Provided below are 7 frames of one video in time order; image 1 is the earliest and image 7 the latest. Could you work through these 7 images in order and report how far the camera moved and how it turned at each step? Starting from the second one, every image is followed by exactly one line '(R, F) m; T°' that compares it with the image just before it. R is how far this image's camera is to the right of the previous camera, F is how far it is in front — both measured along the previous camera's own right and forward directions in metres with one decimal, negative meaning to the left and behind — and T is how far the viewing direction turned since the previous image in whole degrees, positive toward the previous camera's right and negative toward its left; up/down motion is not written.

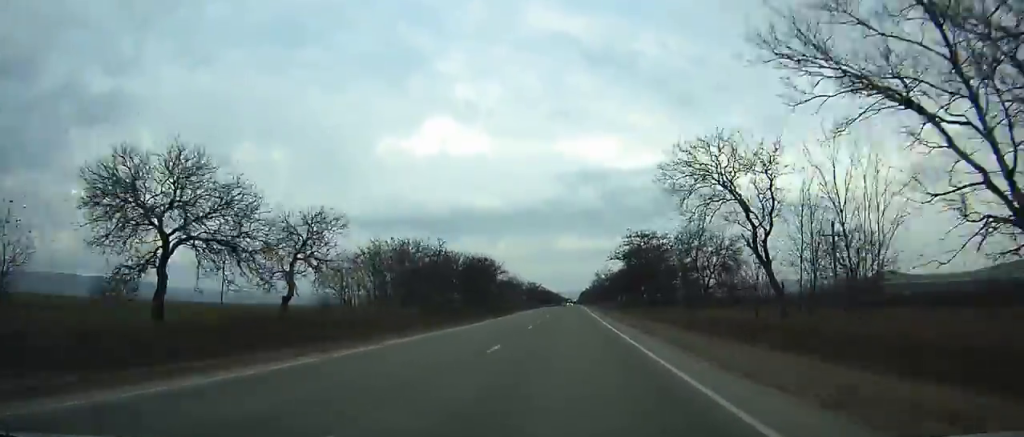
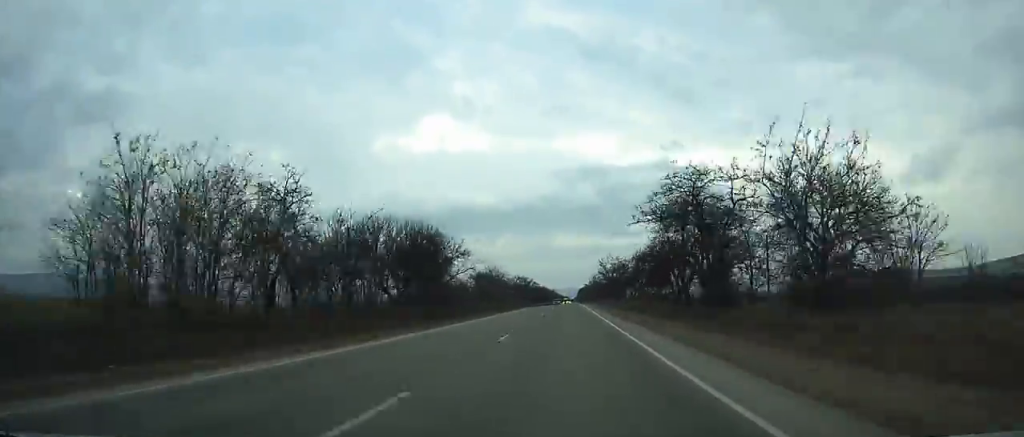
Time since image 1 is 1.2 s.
(+0.1, +33.5) m; 0°
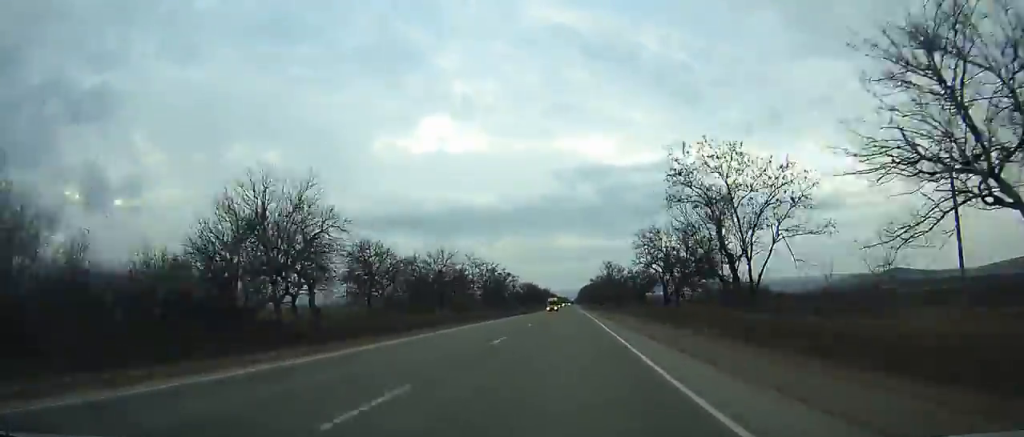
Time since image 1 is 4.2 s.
(-0.1, +83.9) m; 0°
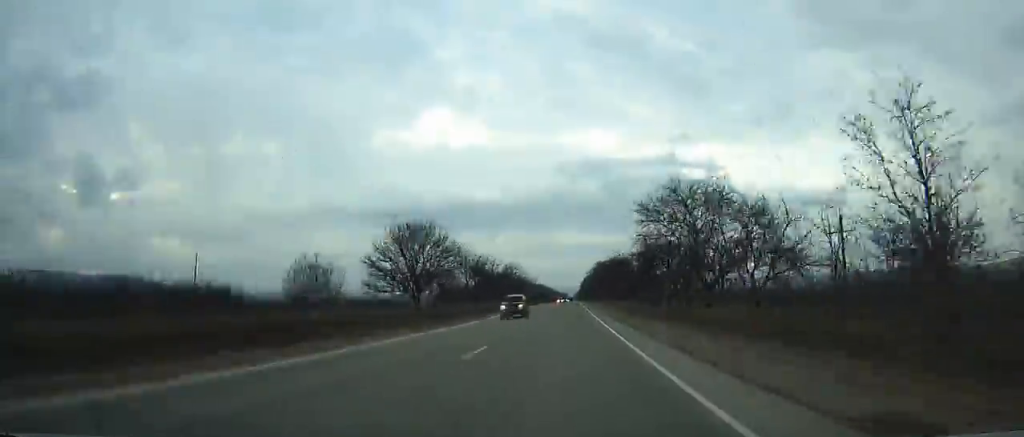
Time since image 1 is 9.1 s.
(+0.2, +137.4) m; 0°
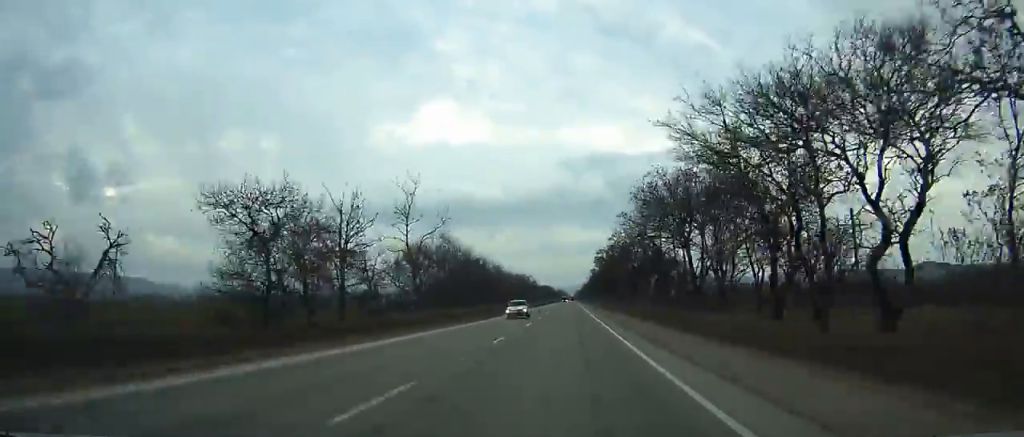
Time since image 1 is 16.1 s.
(-0.5, +197.7) m; 0°
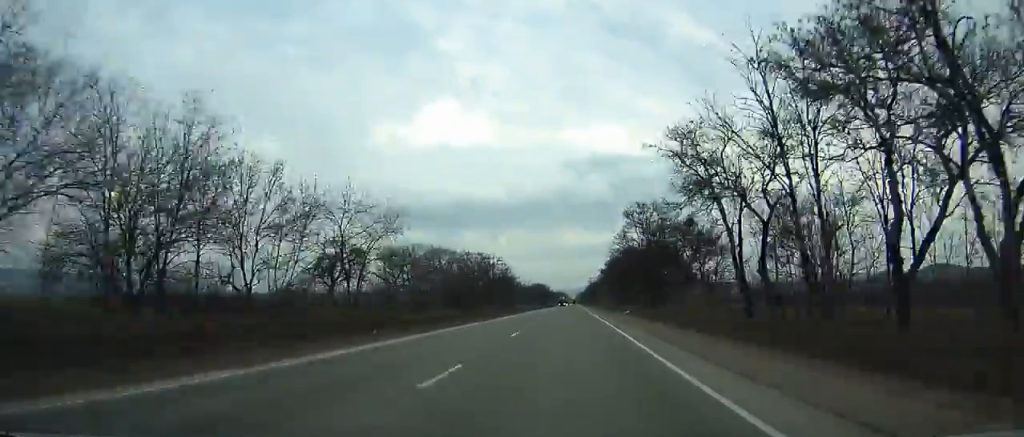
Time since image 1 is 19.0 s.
(-0.3, +81.8) m; 0°
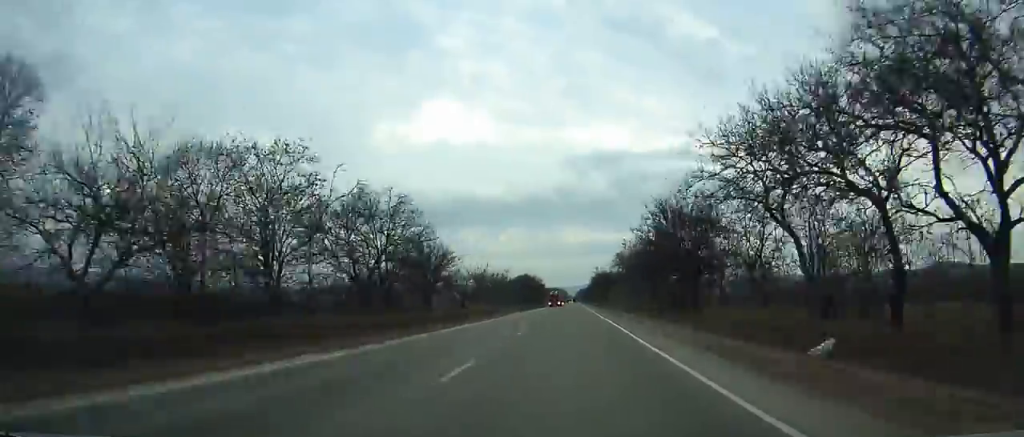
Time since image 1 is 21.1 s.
(-0.1, +59.0) m; 0°
